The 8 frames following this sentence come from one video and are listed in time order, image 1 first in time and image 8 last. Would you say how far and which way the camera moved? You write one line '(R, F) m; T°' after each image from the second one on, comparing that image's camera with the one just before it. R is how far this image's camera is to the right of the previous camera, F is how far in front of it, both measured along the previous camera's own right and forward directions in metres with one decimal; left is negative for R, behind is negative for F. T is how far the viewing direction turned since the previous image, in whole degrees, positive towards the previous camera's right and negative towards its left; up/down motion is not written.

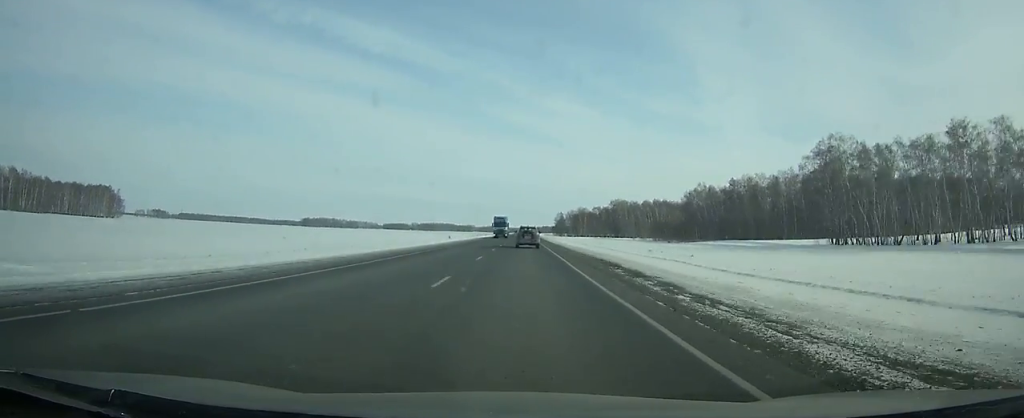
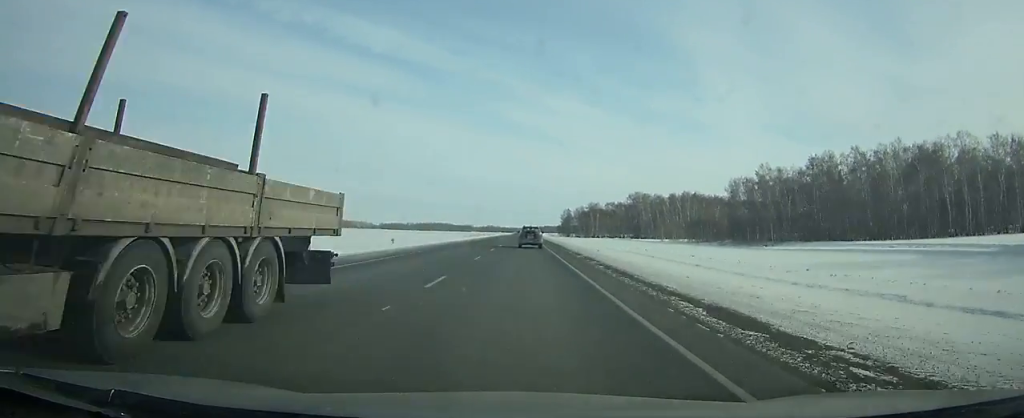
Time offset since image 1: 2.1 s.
(0.0, +59.6) m; 0°
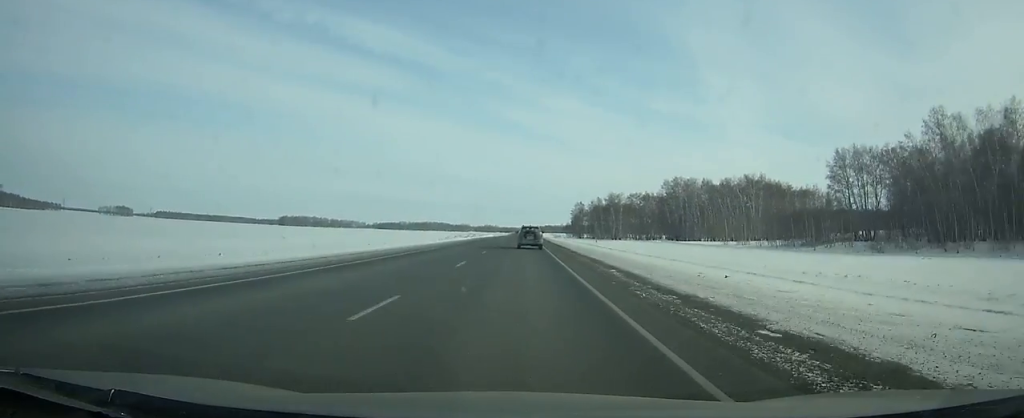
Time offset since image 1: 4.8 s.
(0.0, +75.6) m; 0°
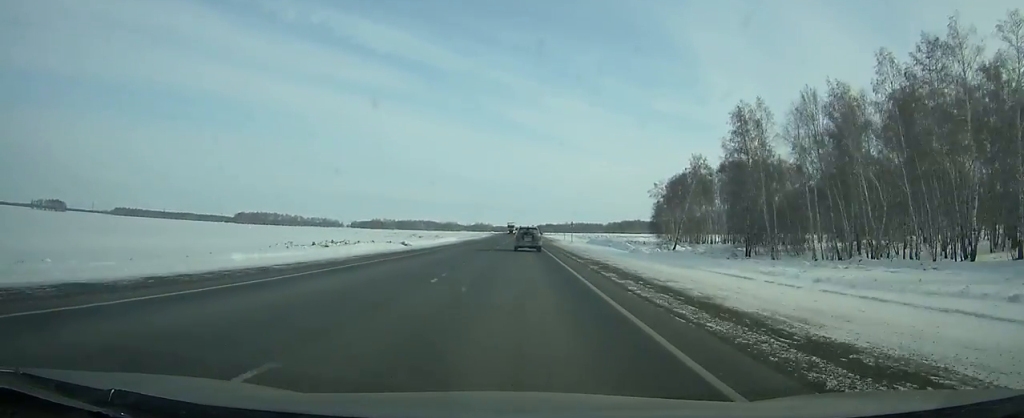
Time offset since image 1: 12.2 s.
(-0.1, +197.9) m; 0°
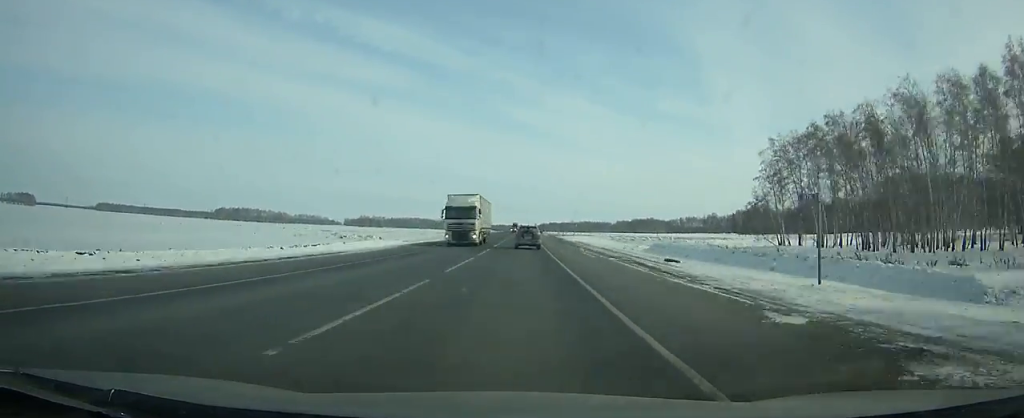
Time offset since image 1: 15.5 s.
(-0.1, +84.8) m; 0°
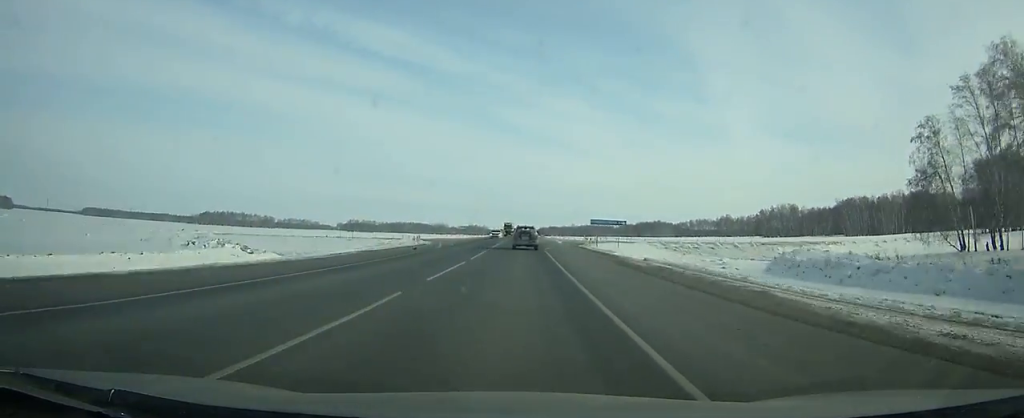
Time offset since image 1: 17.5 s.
(0.0, +50.8) m; 0°
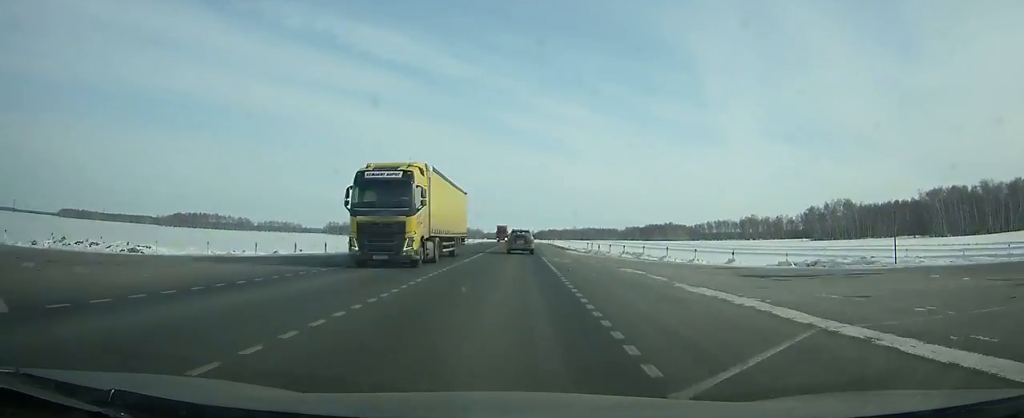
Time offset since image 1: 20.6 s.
(+0.1, +78.5) m; 0°
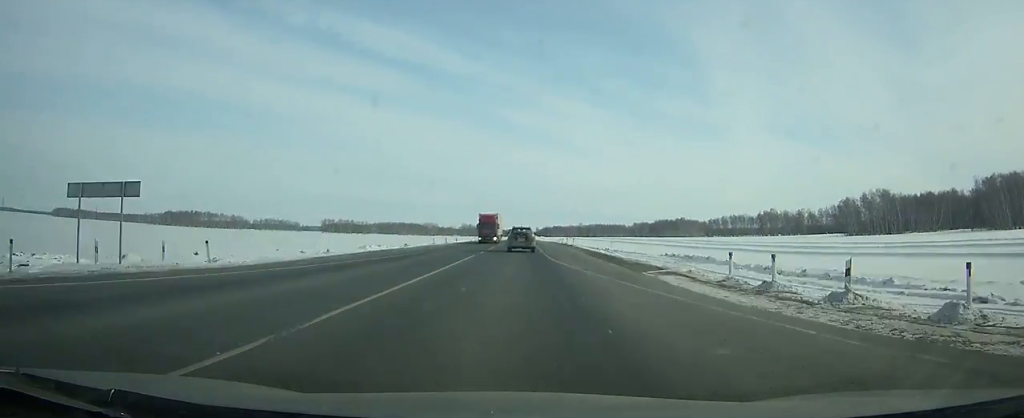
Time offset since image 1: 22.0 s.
(0.0, +35.4) m; 0°
